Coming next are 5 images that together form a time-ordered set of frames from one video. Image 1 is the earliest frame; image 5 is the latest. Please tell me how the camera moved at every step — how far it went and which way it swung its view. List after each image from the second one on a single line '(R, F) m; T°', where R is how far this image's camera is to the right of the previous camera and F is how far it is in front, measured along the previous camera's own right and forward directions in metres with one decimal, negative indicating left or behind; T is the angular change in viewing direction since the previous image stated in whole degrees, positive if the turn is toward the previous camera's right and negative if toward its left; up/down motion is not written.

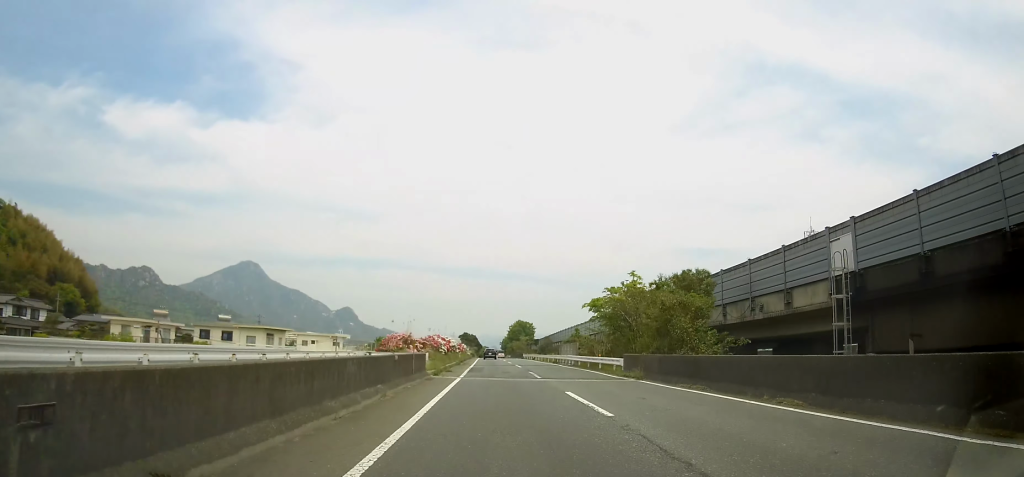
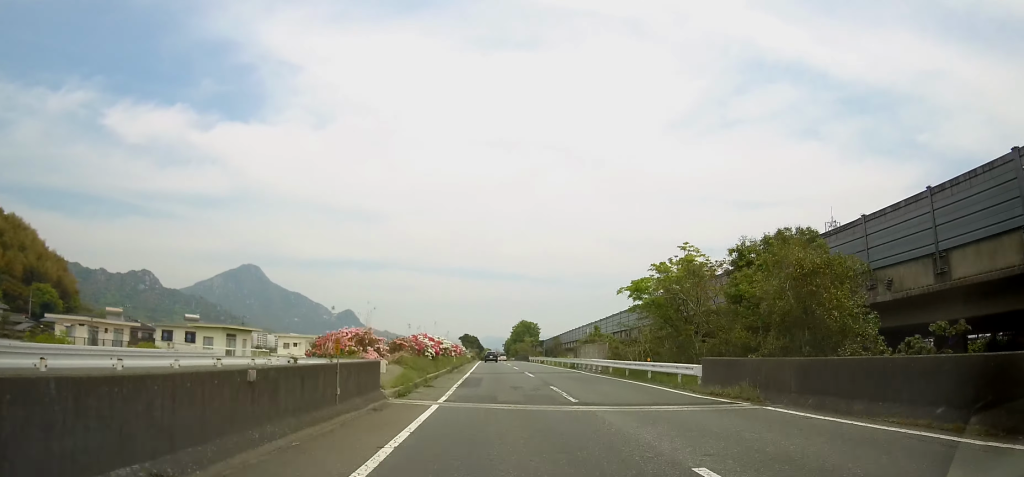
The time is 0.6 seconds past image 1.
(-0.1, +10.9) m; 0°
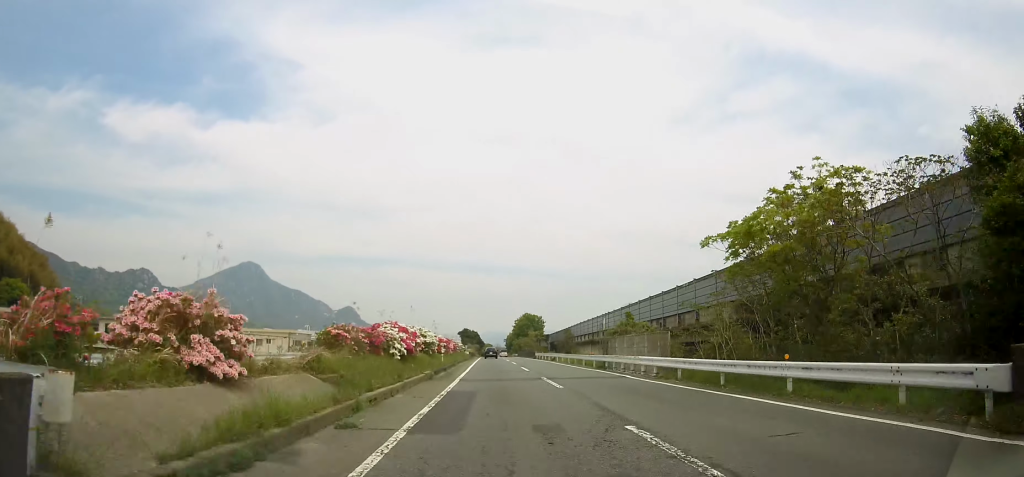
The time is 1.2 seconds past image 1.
(0.0, +12.1) m; 0°
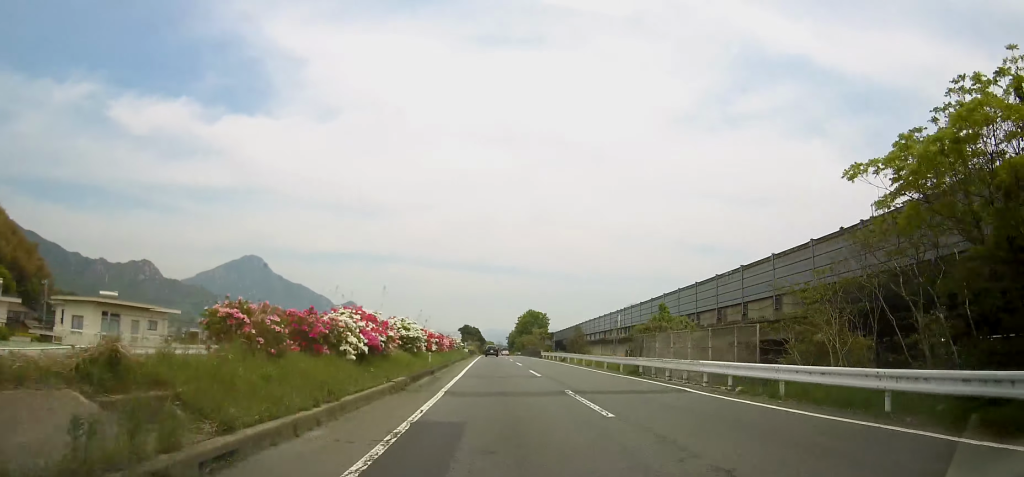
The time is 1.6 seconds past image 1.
(0.0, +7.6) m; 0°
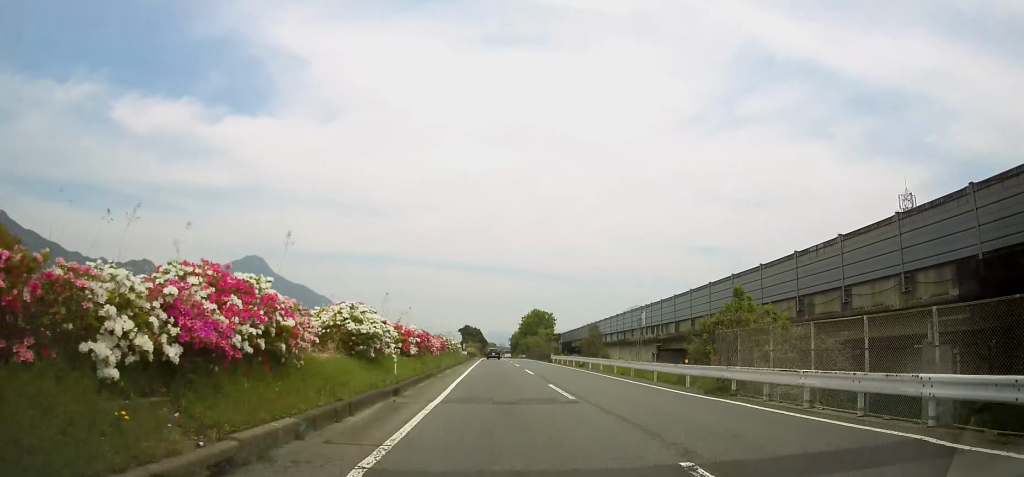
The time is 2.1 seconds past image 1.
(0.0, +10.2) m; 0°
